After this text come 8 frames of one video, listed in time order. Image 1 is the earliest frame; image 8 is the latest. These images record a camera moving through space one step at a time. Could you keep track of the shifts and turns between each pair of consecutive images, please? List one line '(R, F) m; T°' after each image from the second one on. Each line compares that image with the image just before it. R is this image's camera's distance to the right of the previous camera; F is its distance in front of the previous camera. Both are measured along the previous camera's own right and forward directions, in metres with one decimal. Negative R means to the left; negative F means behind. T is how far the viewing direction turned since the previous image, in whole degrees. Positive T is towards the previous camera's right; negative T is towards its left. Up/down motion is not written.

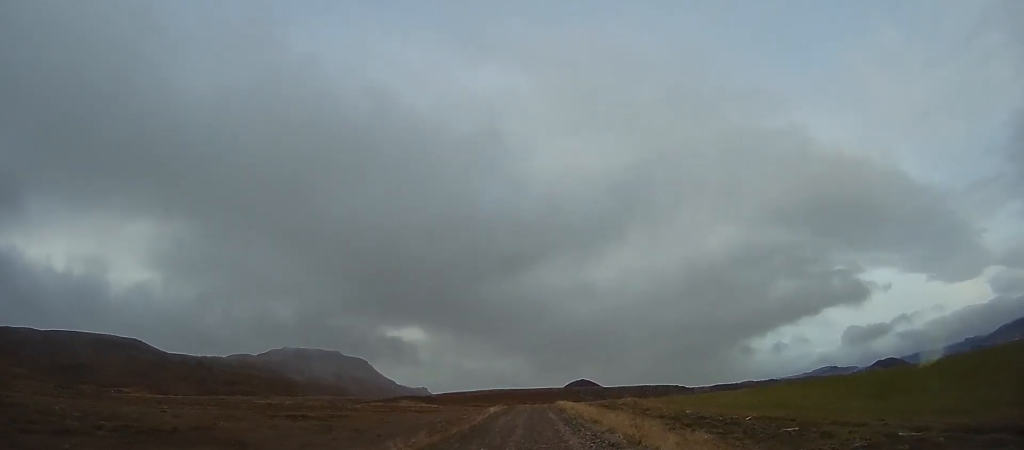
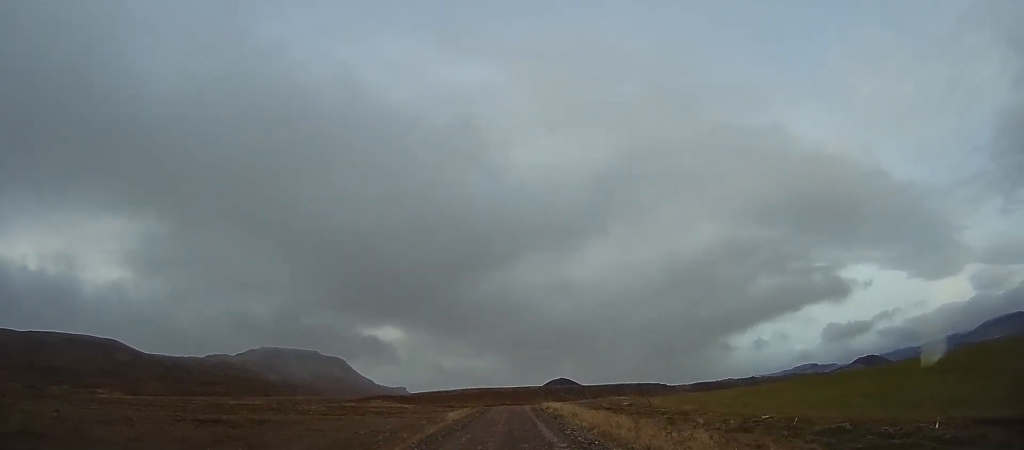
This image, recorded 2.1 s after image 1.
(+1.1, +13.8) m; -2°
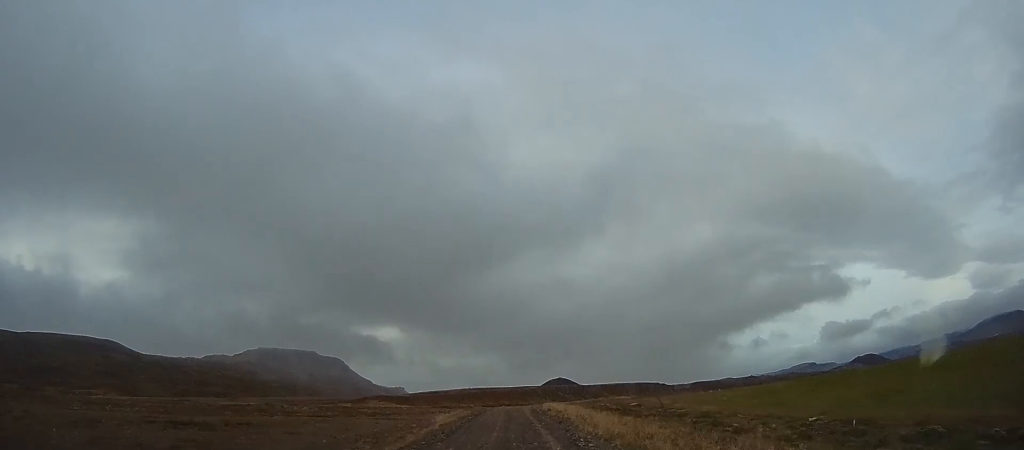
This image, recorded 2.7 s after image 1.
(-0.2, +4.1) m; -4°
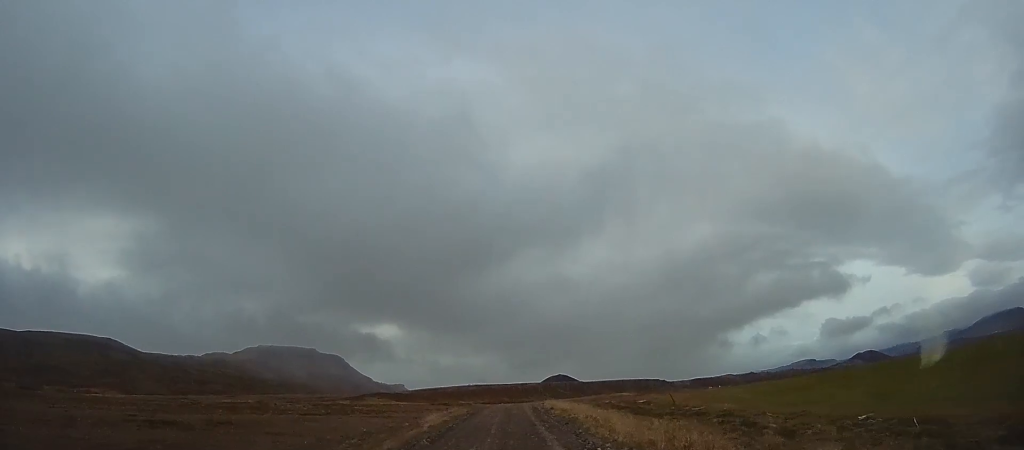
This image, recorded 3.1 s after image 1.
(-0.3, +3.2) m; -2°
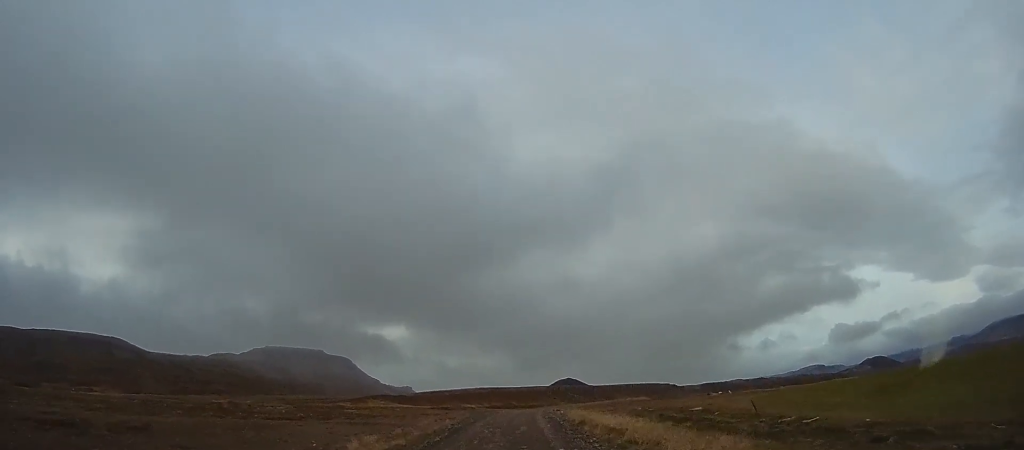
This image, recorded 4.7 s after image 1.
(+0.2, +11.7) m; +3°
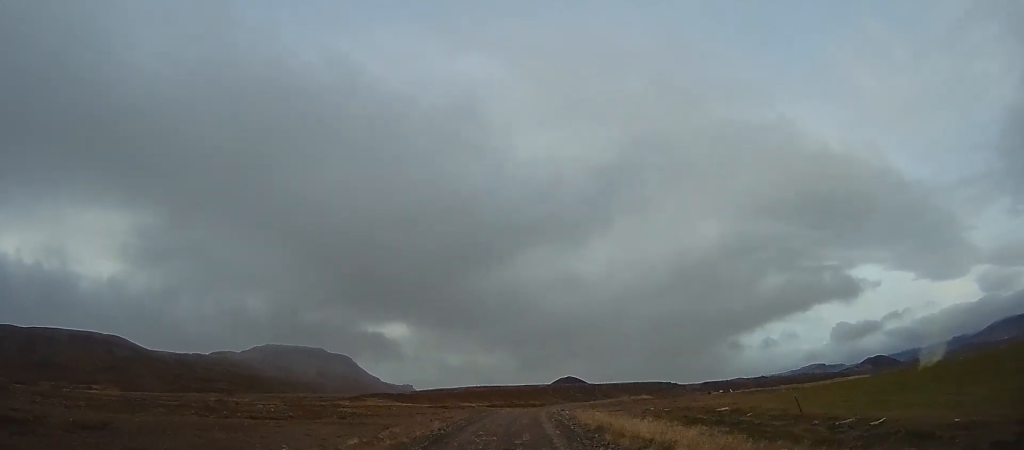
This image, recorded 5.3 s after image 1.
(0.0, +4.0) m; 0°
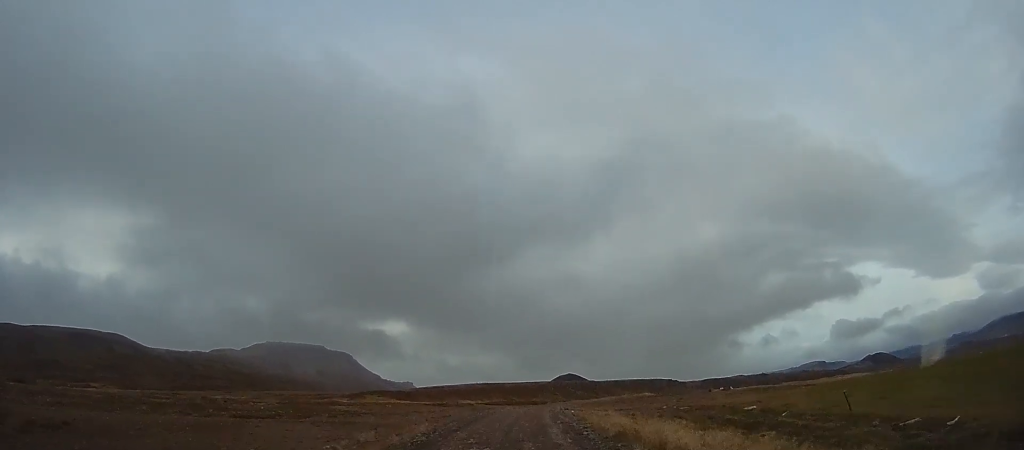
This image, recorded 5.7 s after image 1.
(0.0, +3.2) m; 0°
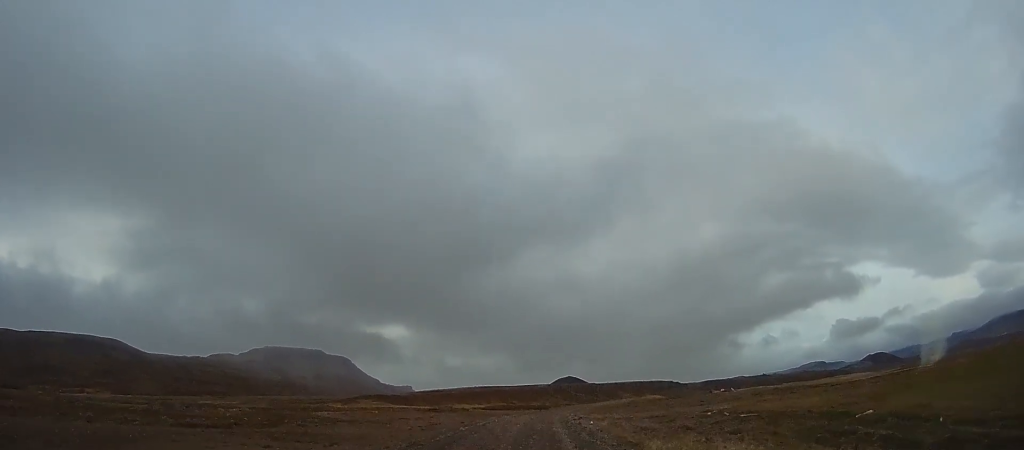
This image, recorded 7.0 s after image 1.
(0.0, +8.5) m; +3°
